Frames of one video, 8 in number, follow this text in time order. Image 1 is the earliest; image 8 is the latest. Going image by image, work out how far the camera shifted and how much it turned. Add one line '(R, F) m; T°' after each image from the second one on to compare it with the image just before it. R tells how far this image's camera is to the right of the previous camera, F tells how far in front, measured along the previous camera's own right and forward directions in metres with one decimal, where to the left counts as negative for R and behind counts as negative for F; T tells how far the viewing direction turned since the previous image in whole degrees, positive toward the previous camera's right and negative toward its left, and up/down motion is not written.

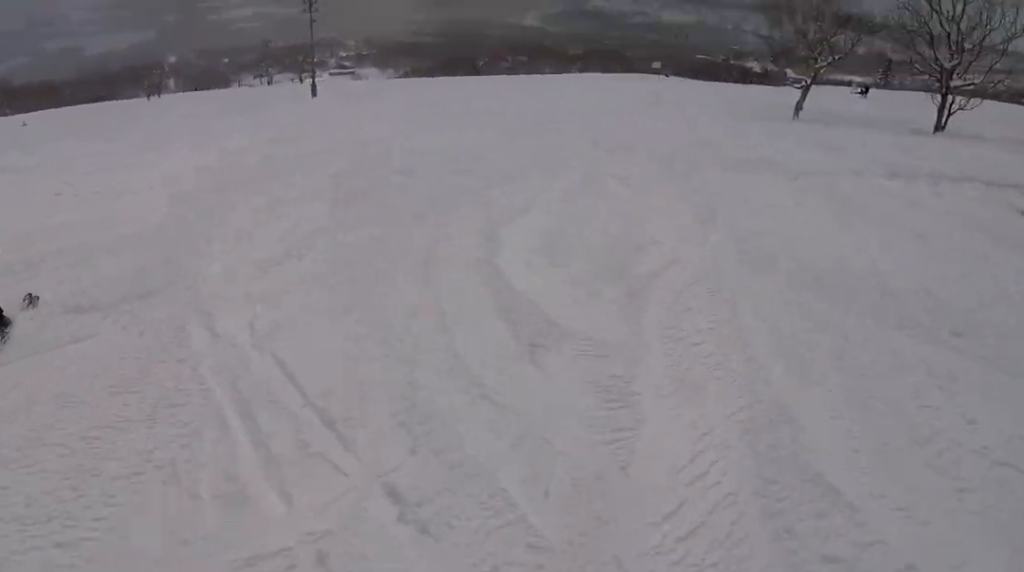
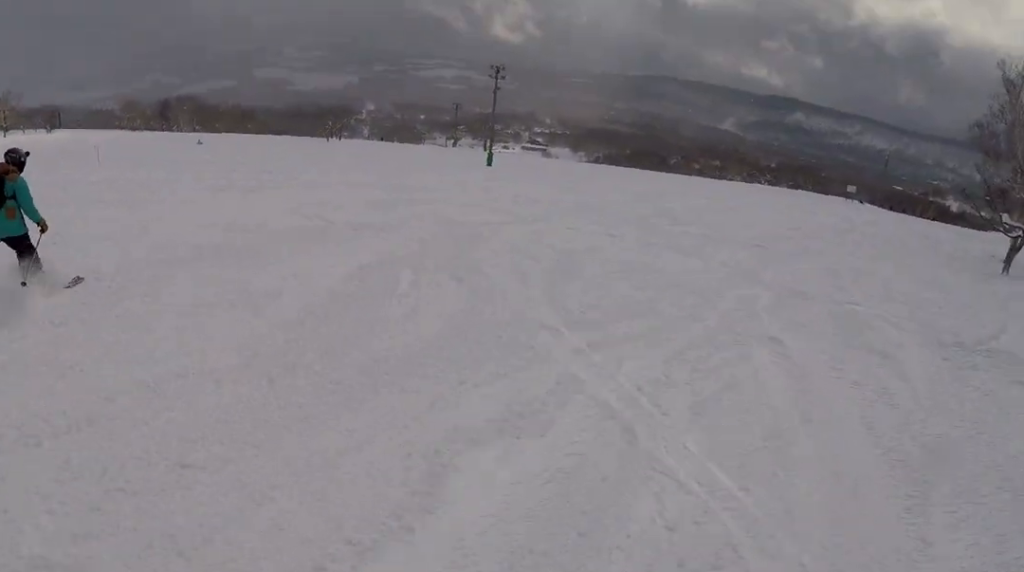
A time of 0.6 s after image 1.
(0.0, +4.5) m; -8°
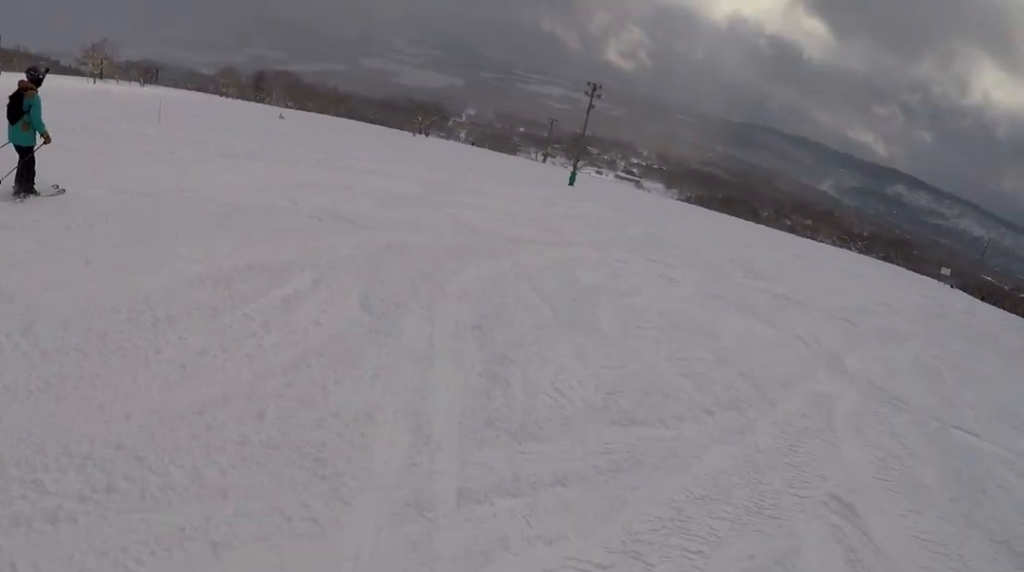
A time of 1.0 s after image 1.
(-0.2, +3.8) m; -11°
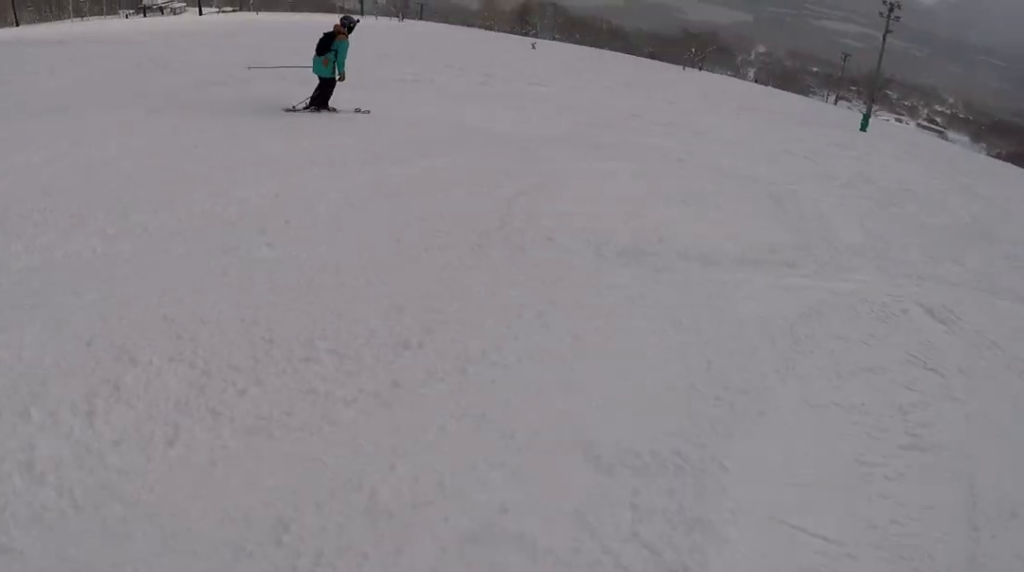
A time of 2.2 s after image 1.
(-2.6, +9.3) m; -14°
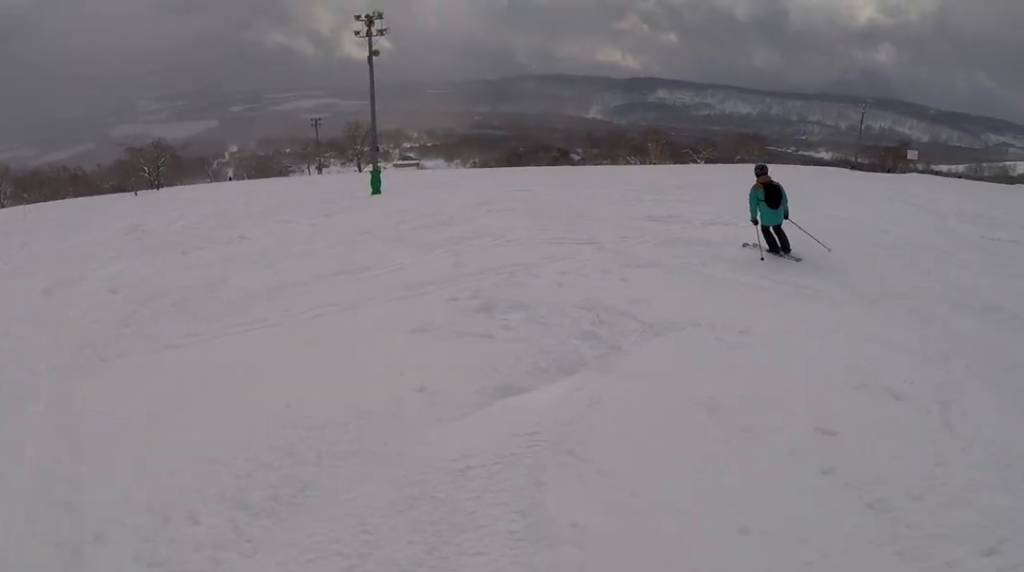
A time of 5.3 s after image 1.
(+5.9, +25.5) m; +23°
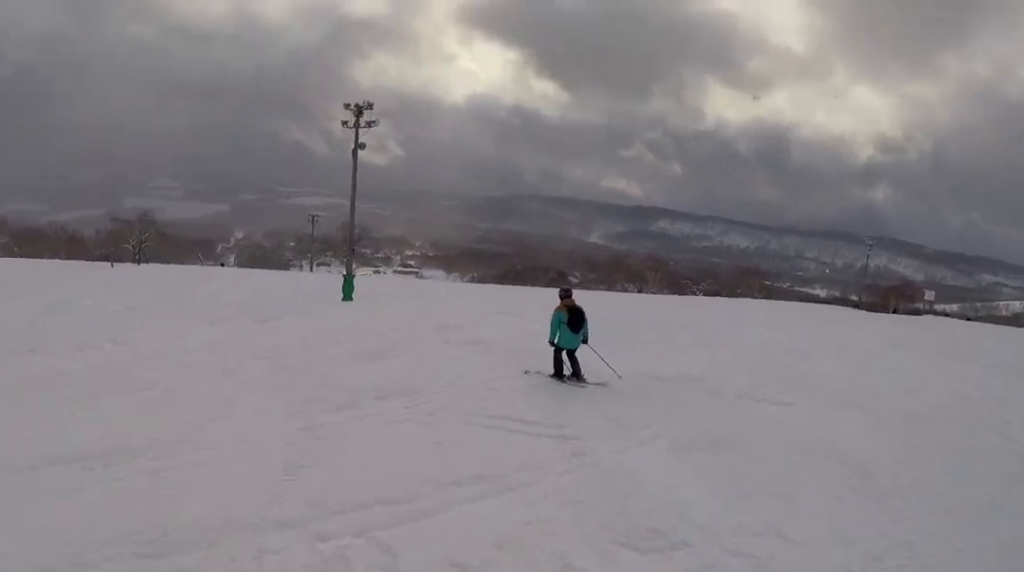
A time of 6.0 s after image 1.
(0.0, +5.8) m; -3°
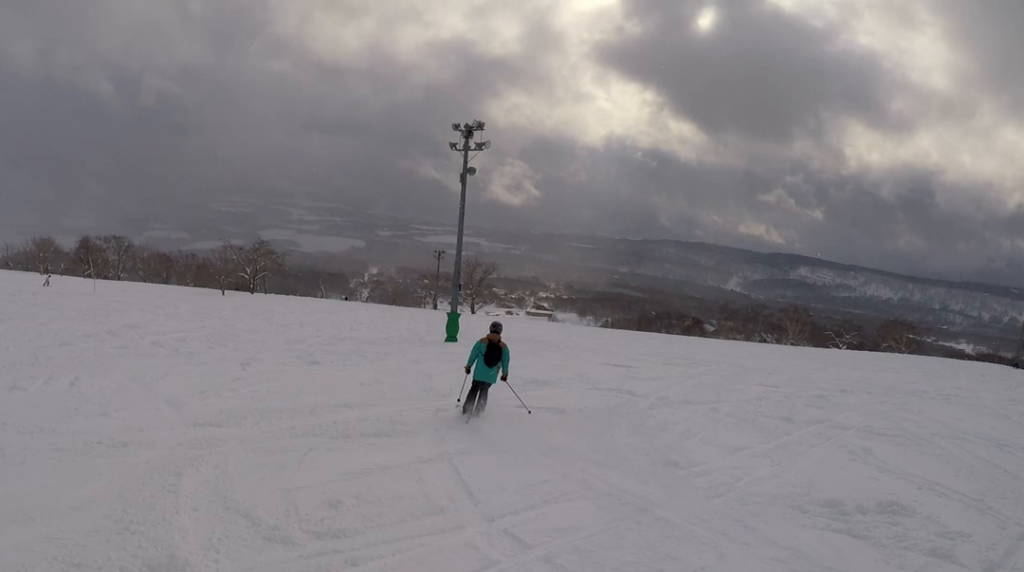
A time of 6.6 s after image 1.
(-0.1, +4.8) m; -3°
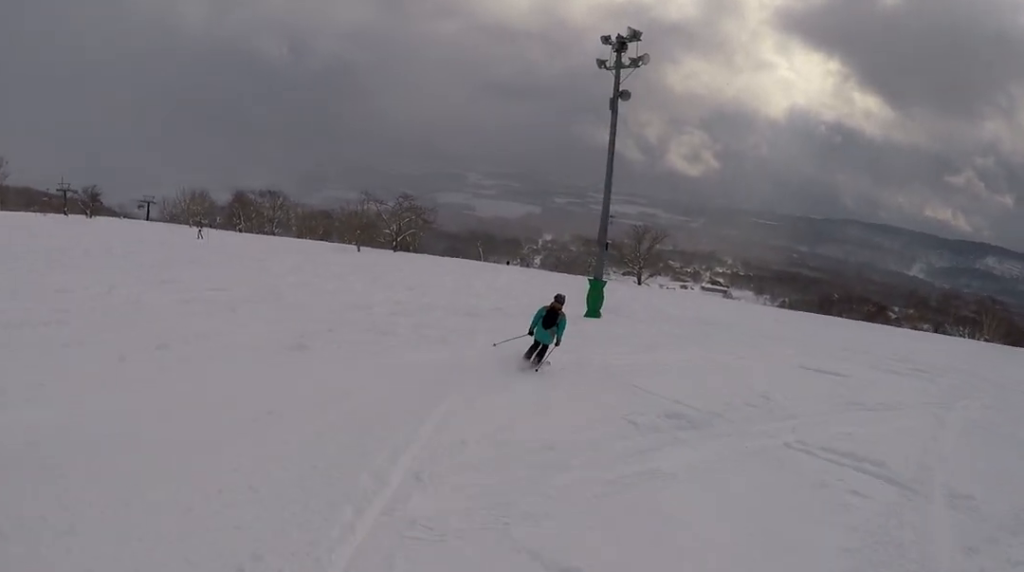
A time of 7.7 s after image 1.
(-0.7, +8.8) m; -3°
